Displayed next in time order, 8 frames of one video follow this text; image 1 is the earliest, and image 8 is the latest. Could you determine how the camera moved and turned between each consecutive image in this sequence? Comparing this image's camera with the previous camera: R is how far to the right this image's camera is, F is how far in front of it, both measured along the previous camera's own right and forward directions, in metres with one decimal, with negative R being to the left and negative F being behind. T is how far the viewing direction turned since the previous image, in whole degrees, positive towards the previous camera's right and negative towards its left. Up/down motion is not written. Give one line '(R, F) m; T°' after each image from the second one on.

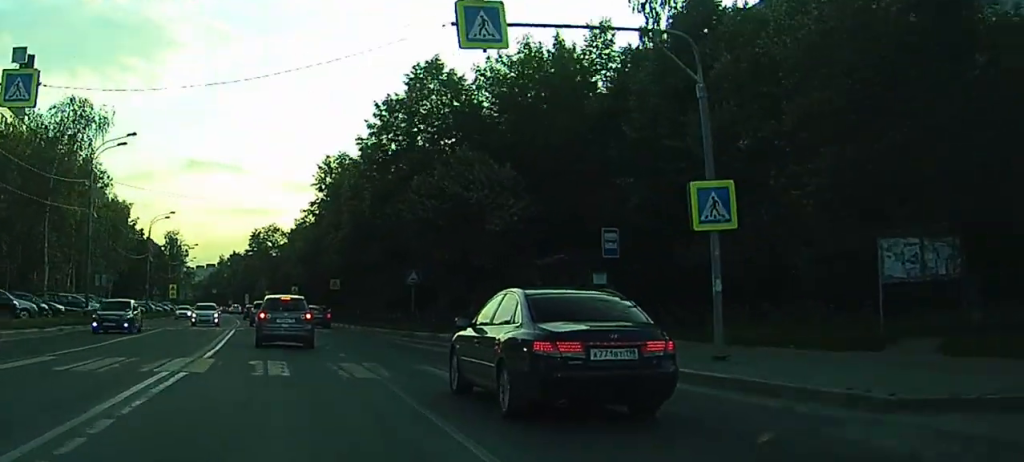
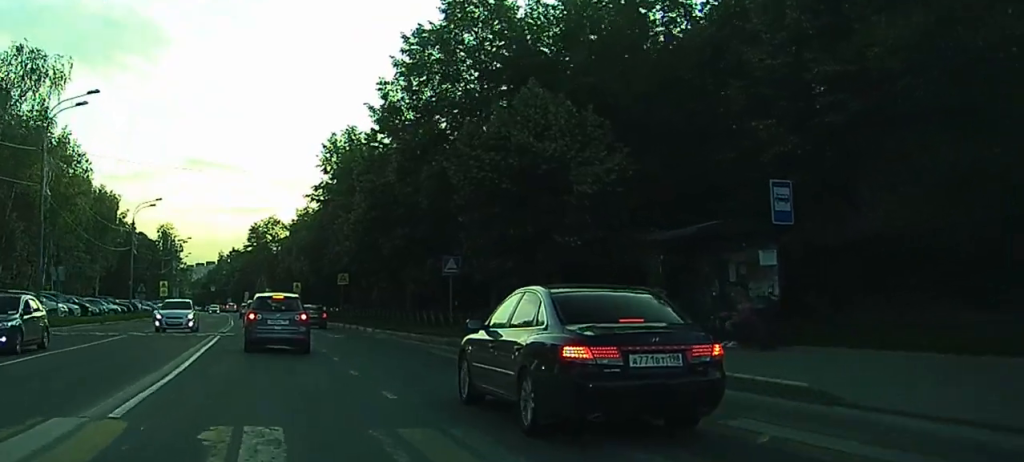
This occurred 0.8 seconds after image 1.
(+0.3, +10.3) m; -1°
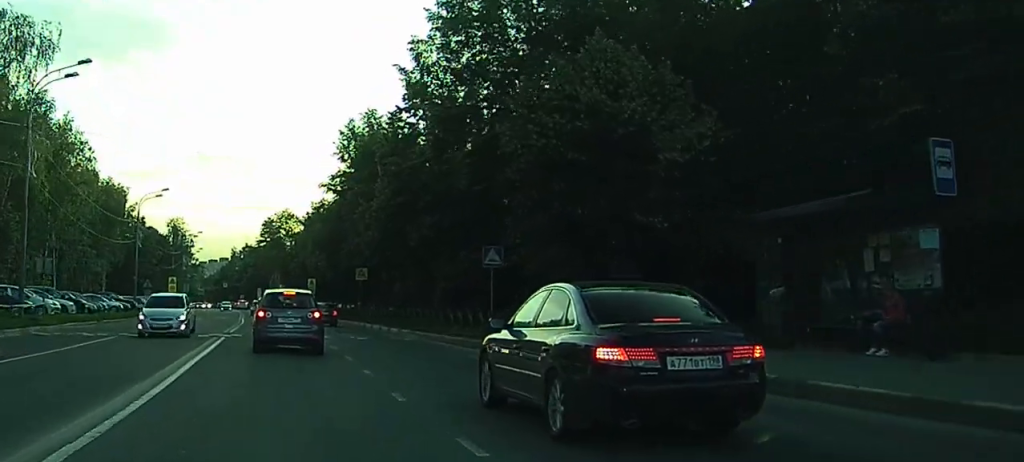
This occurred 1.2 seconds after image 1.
(-0.1, +4.7) m; 0°
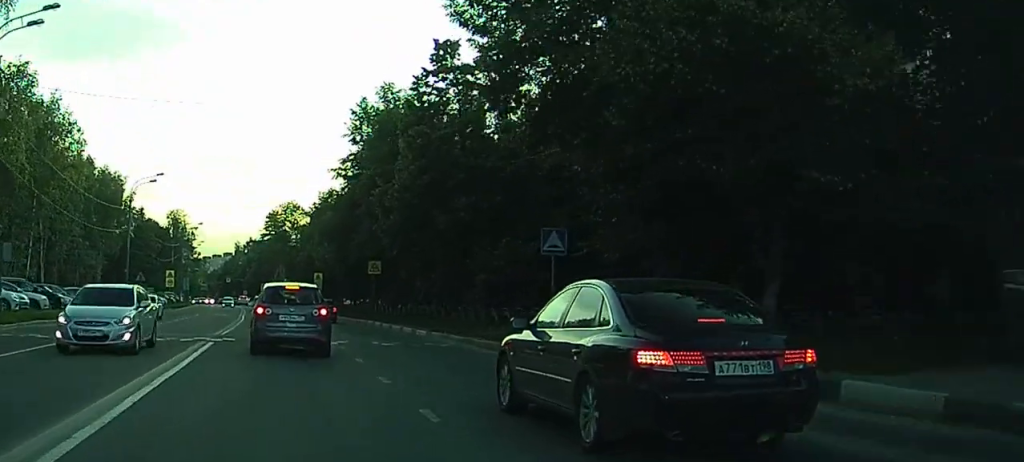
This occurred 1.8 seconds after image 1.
(-0.2, +6.7) m; -1°
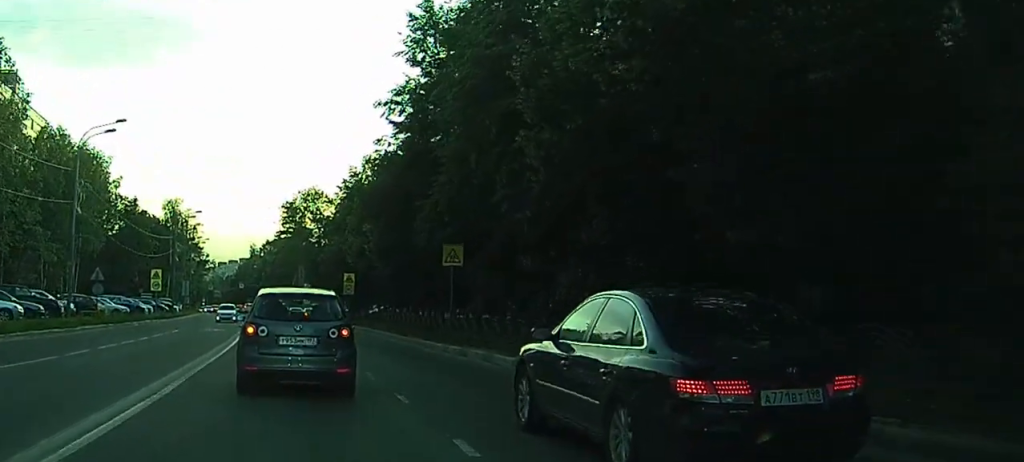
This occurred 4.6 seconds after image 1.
(+1.0, +27.0) m; 0°
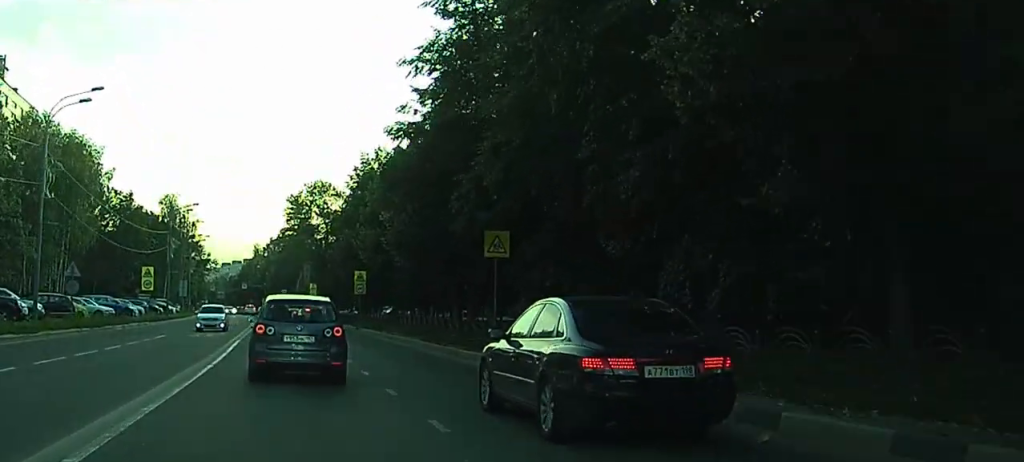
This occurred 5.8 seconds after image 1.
(-0.3, +9.0) m; -2°
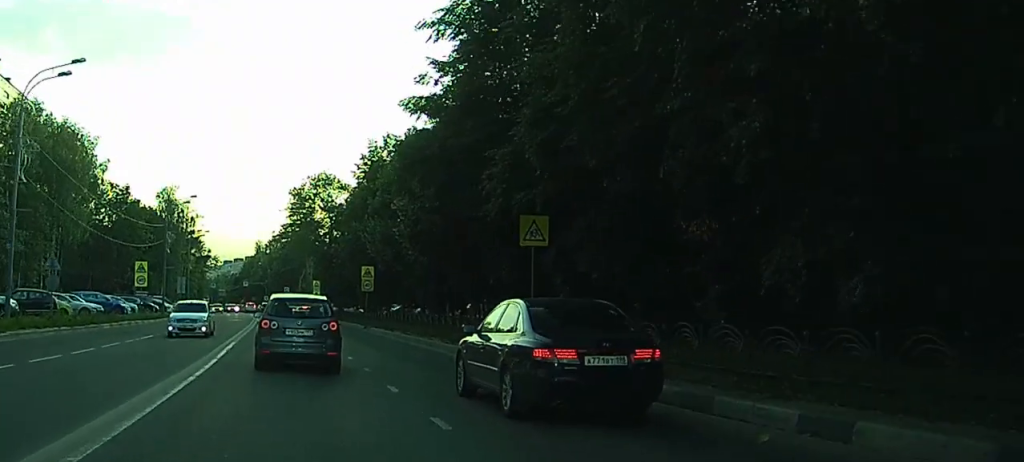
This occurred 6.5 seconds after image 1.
(+0.1, +4.8) m; +2°
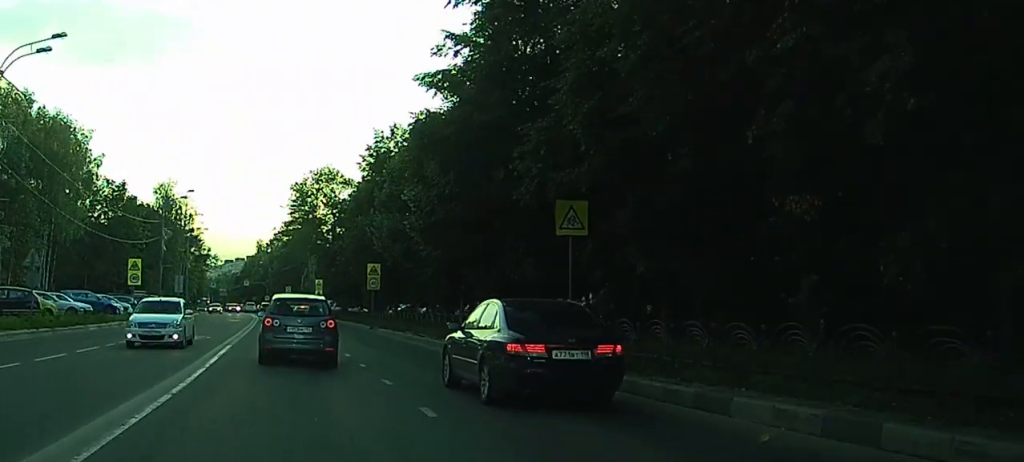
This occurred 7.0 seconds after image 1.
(0.0, +3.4) m; +1°
